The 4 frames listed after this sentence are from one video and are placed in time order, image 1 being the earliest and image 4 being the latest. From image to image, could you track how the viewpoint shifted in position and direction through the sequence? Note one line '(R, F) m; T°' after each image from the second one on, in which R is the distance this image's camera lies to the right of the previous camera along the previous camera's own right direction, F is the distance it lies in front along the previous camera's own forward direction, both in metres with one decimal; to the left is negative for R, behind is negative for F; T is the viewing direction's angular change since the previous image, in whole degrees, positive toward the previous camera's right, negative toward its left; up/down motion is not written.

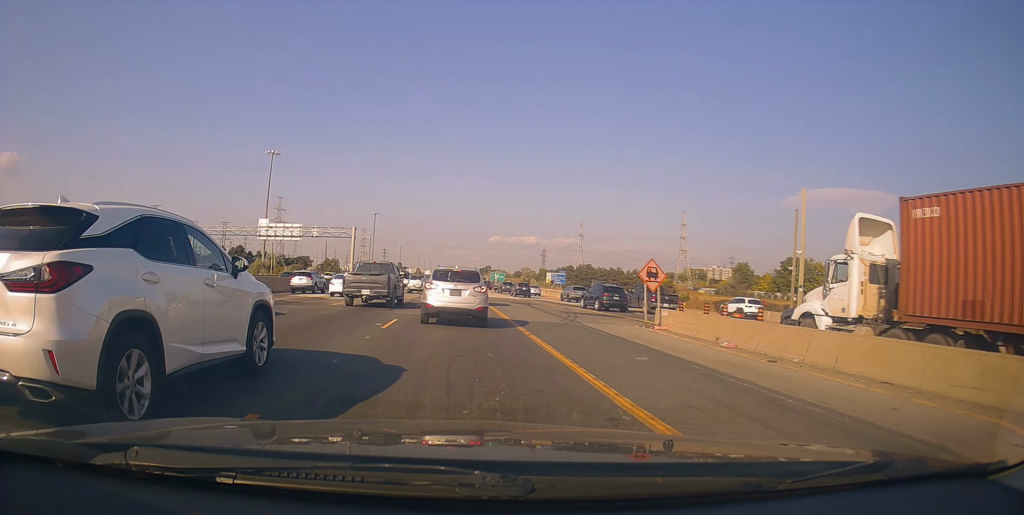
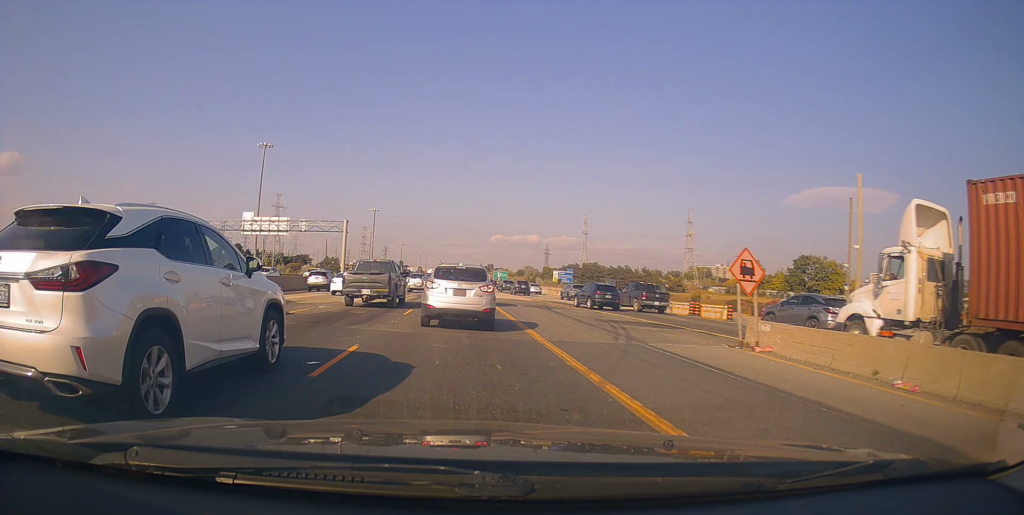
(-0.4, +7.3) m; 0°
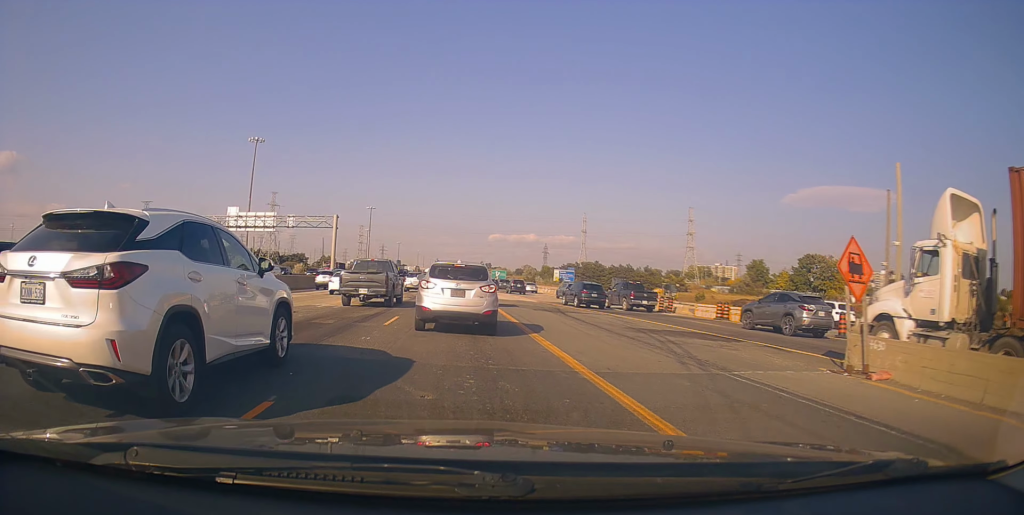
(+0.3, +4.7) m; +2°
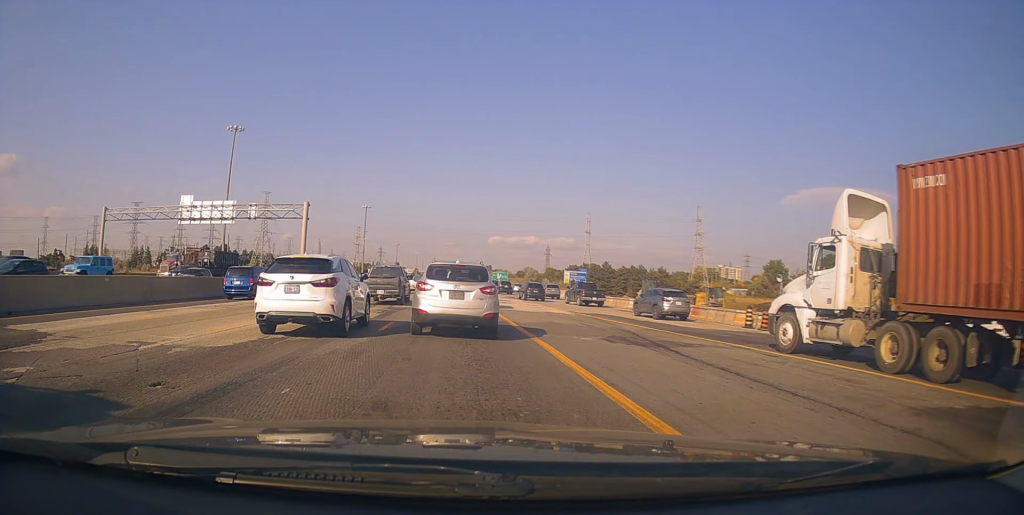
(-0.5, +14.6) m; -2°
